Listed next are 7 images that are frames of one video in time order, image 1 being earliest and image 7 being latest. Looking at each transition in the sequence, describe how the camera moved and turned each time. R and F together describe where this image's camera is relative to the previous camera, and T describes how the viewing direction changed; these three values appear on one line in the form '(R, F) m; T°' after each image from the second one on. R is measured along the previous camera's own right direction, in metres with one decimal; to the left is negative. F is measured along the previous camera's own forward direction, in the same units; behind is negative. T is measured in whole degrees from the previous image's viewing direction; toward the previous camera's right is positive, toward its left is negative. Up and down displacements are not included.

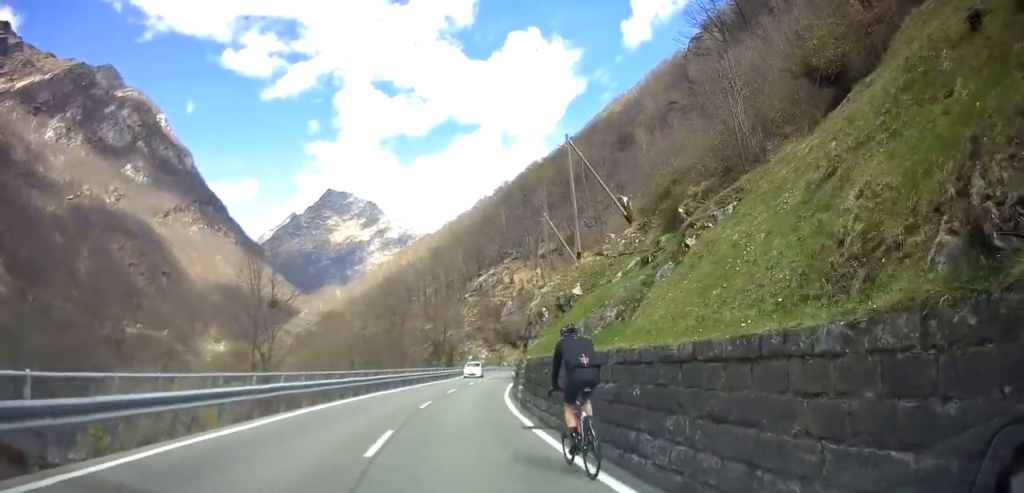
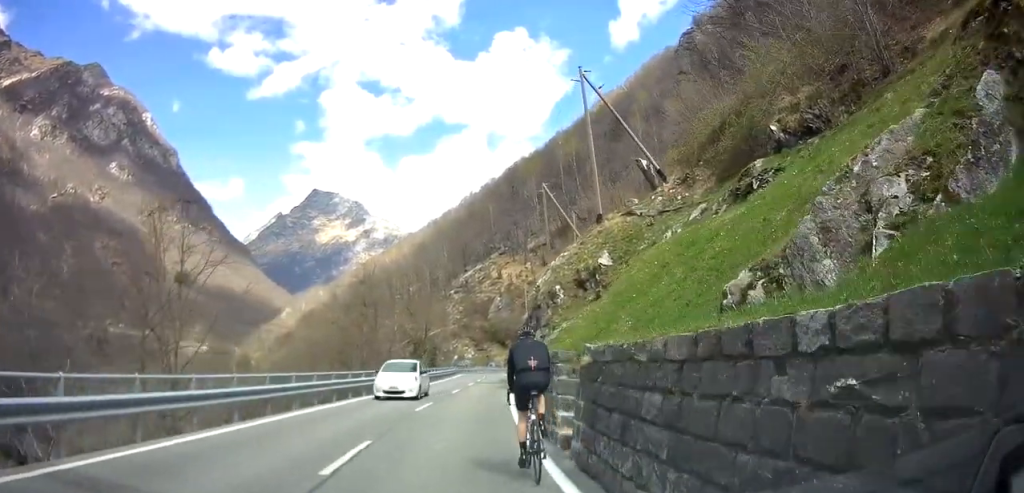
(+0.9, +15.0) m; +7°
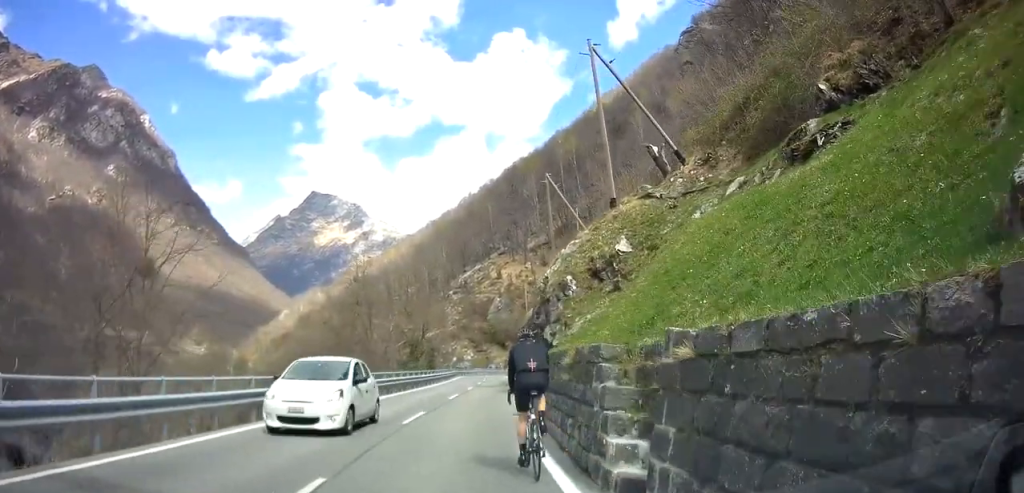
(+0.1, +4.1) m; -1°
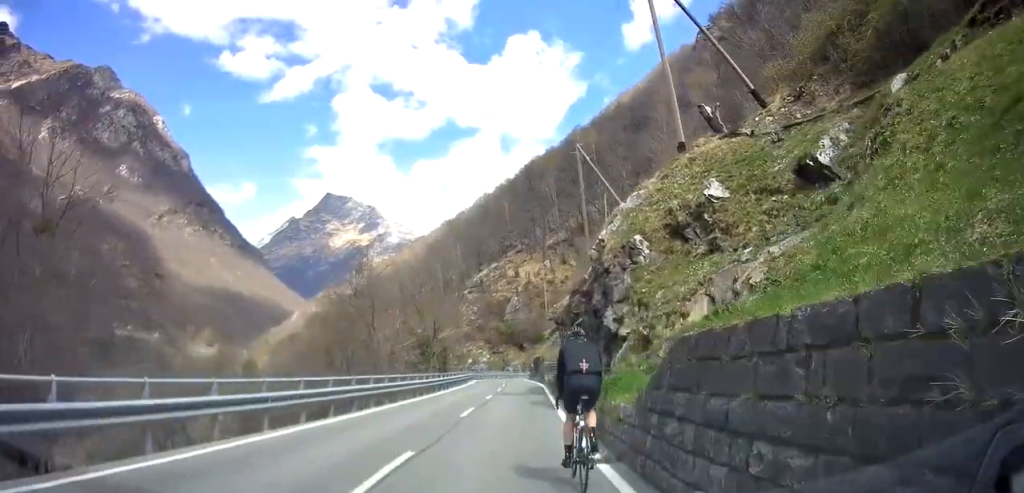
(-0.3, +8.0) m; -6°
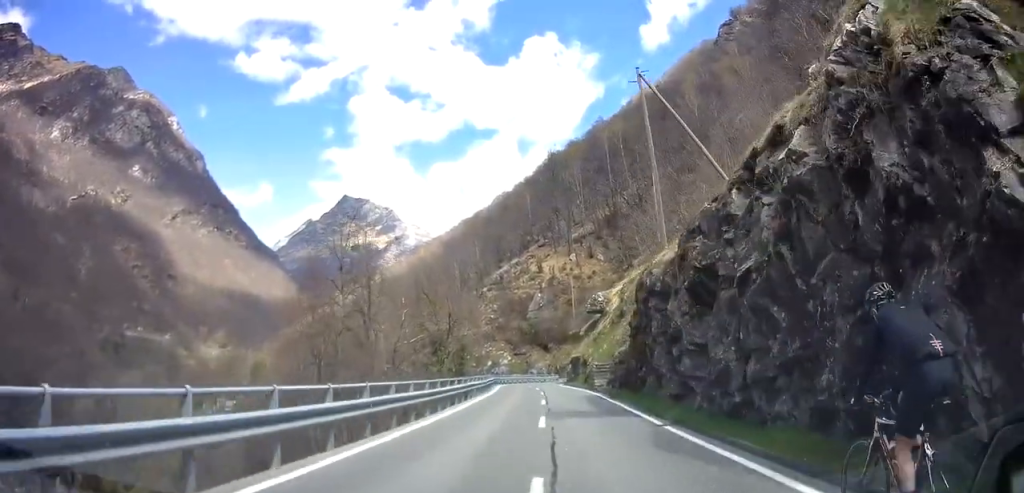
(-0.6, +11.2) m; -4°
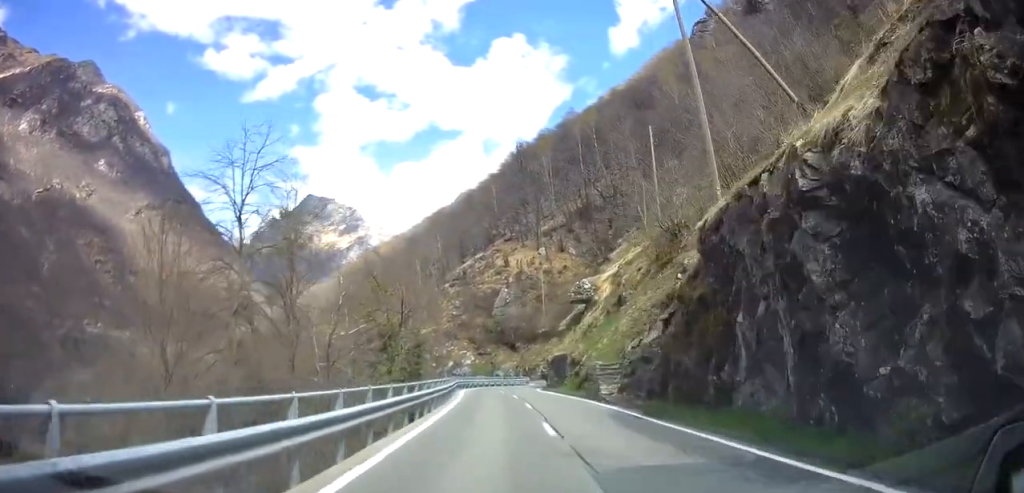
(-0.1, +9.4) m; 0°
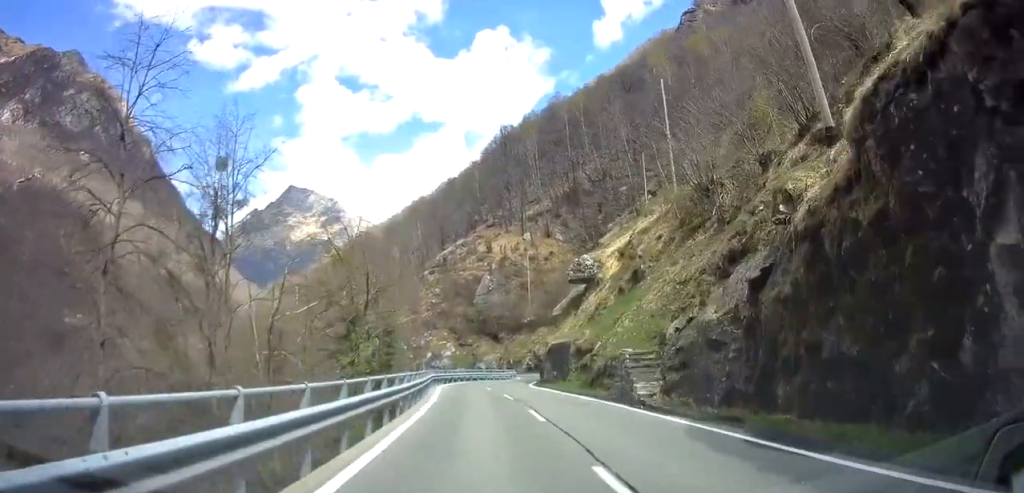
(-0.1, +6.6) m; +1°
